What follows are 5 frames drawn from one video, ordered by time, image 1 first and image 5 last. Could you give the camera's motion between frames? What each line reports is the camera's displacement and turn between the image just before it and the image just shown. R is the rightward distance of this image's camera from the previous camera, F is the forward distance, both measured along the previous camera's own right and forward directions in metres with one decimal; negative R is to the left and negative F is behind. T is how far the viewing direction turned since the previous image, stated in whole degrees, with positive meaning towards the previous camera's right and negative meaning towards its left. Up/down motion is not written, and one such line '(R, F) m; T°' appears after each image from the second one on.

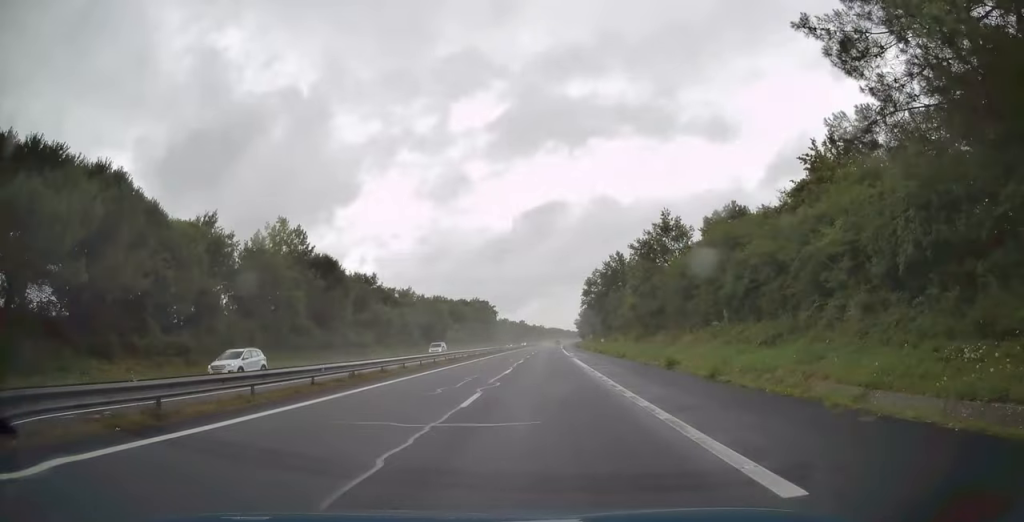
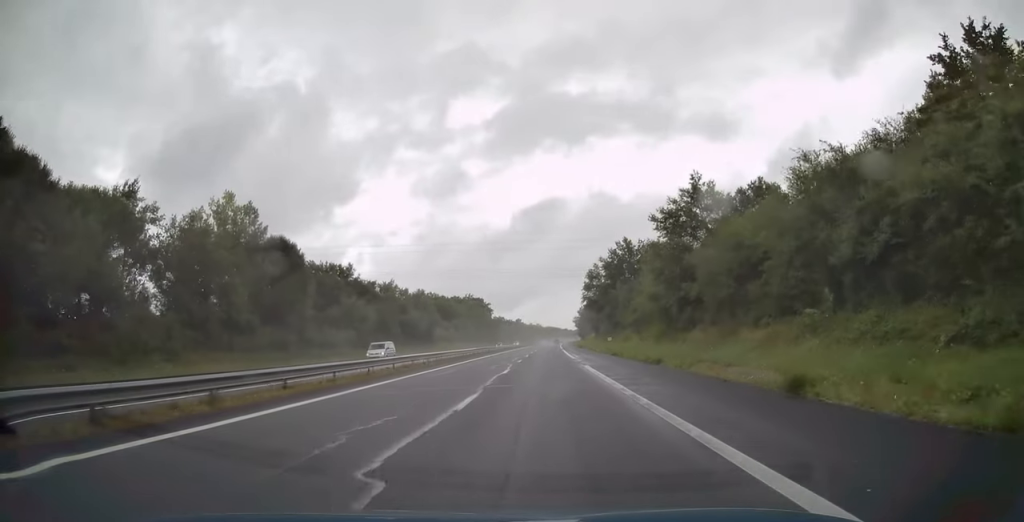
(+0.1, +14.0) m; 0°
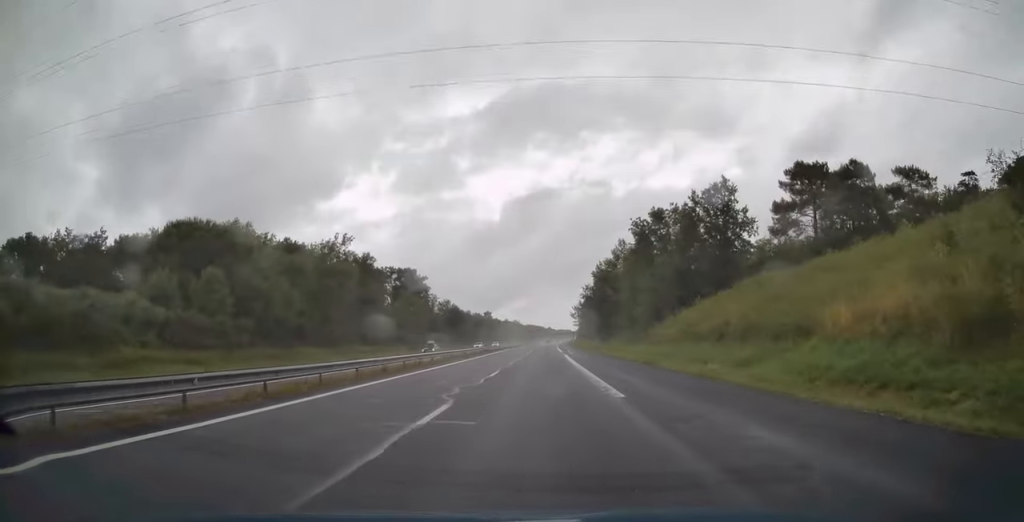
(+2.0, +132.6) m; +2°
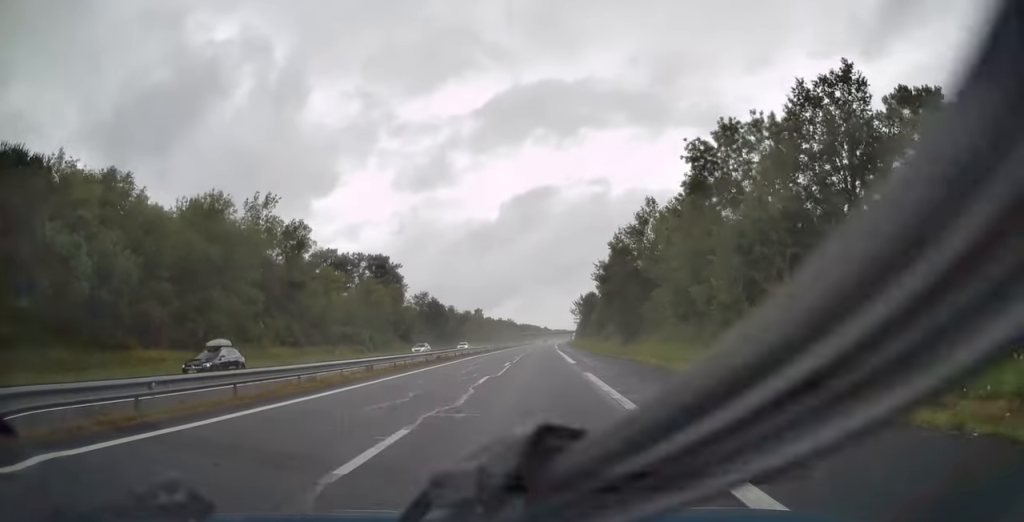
(+0.2, +29.6) m; 0°
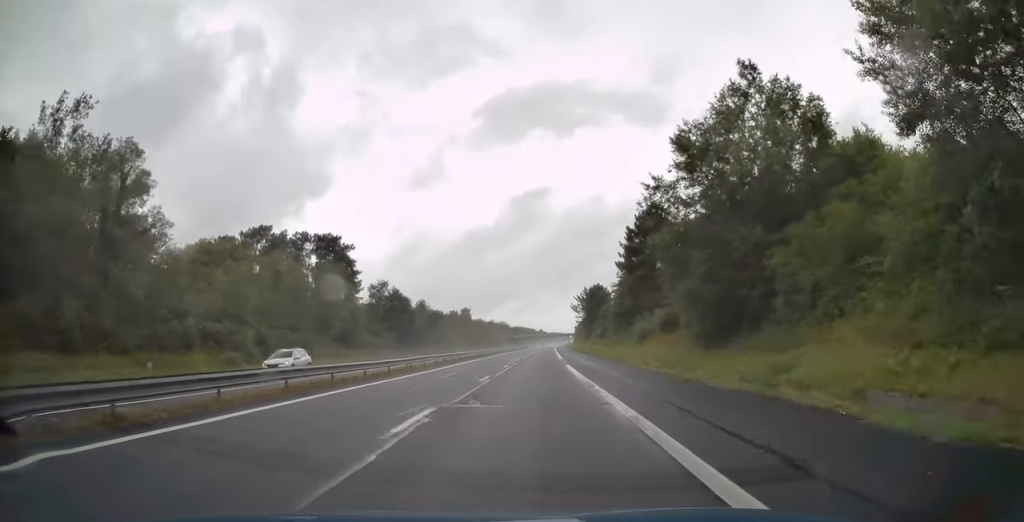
(+0.1, +36.6) m; 0°
